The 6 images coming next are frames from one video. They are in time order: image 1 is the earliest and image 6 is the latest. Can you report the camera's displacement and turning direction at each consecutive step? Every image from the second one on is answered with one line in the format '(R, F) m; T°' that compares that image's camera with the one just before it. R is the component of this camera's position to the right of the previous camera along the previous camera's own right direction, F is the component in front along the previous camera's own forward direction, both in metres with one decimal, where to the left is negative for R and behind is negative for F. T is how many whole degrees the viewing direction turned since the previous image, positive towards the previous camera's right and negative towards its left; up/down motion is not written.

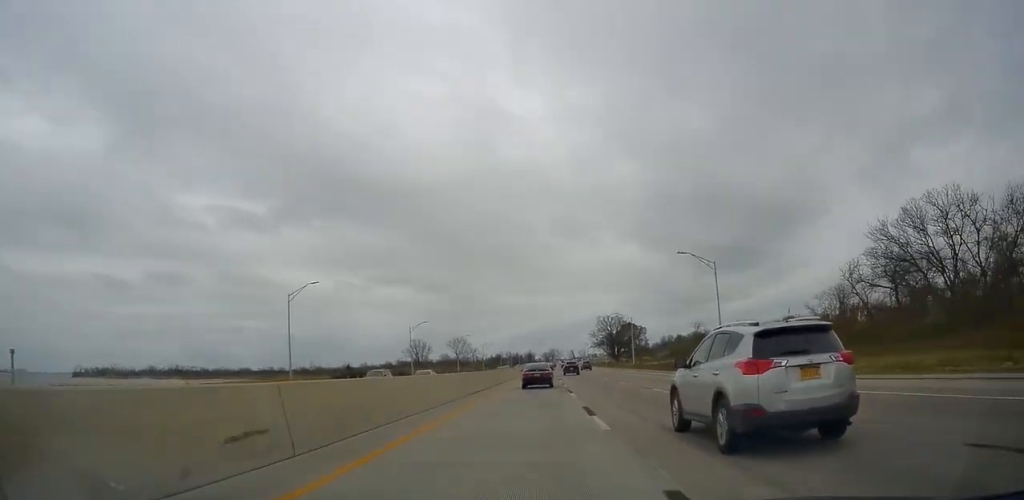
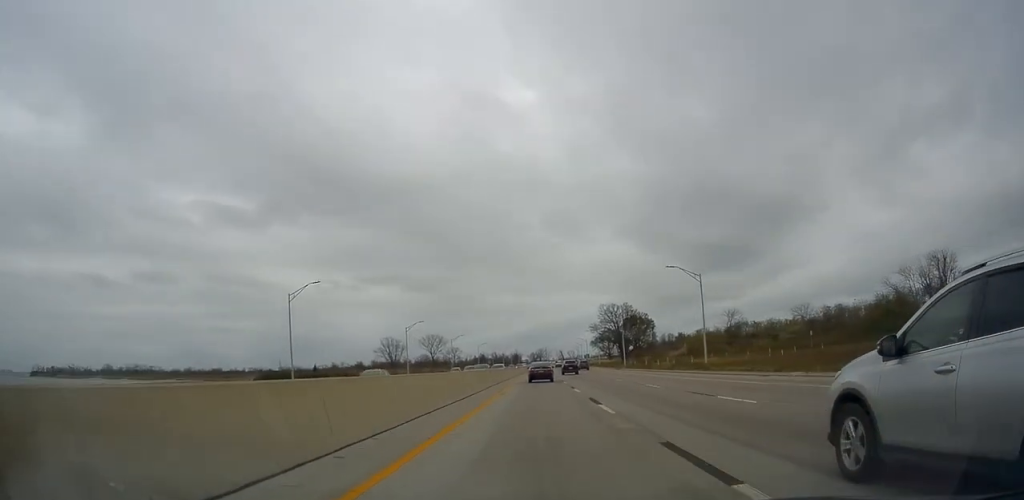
(+0.9, +45.7) m; +1°
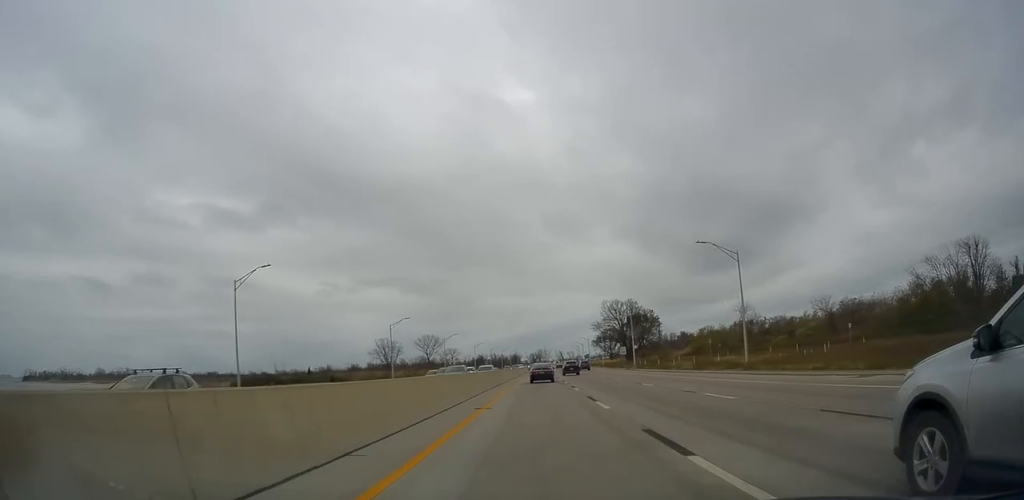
(+0.1, +10.1) m; 0°
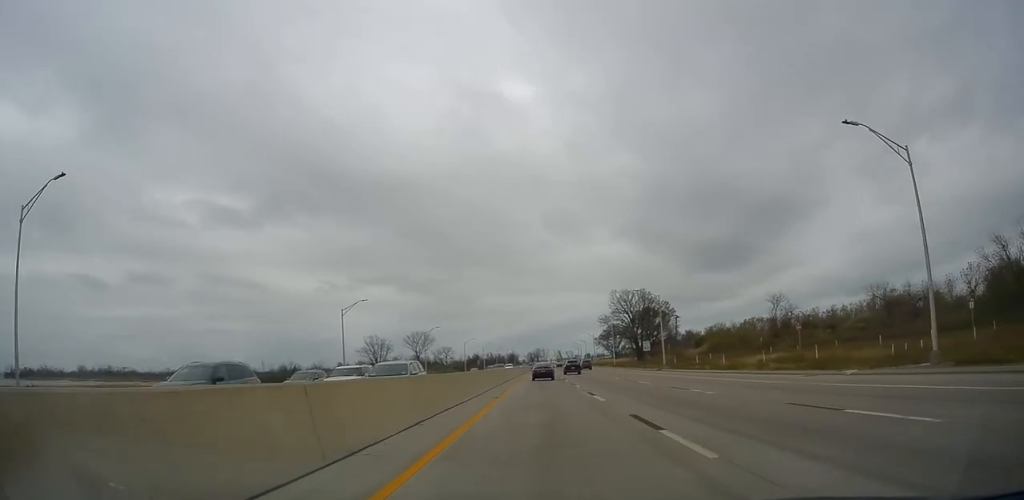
(-0.3, +21.5) m; 0°
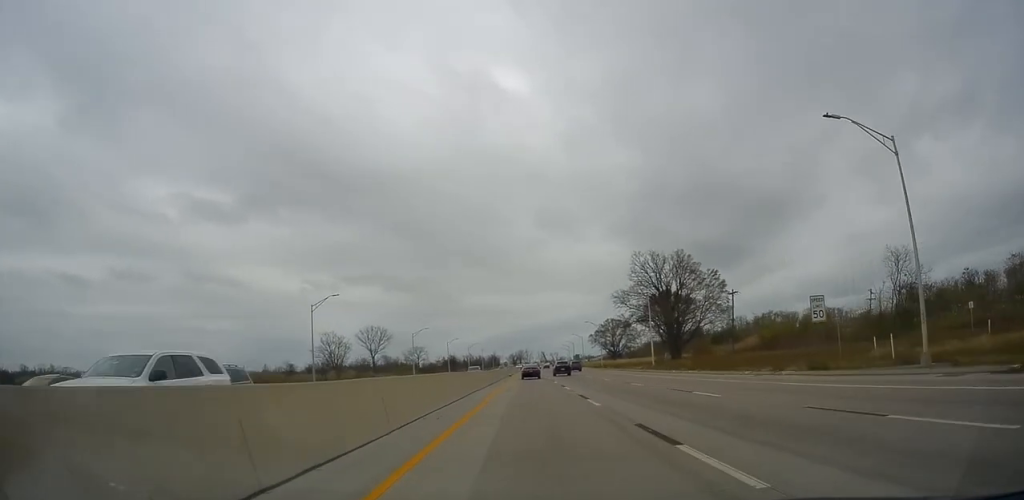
(+1.2, +50.6) m; +2°
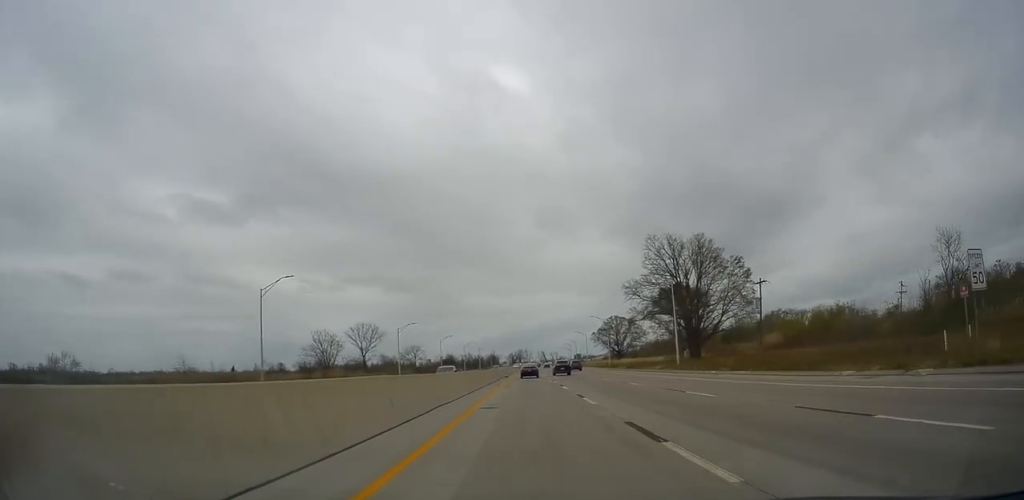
(0.0, +11.8) m; 0°
